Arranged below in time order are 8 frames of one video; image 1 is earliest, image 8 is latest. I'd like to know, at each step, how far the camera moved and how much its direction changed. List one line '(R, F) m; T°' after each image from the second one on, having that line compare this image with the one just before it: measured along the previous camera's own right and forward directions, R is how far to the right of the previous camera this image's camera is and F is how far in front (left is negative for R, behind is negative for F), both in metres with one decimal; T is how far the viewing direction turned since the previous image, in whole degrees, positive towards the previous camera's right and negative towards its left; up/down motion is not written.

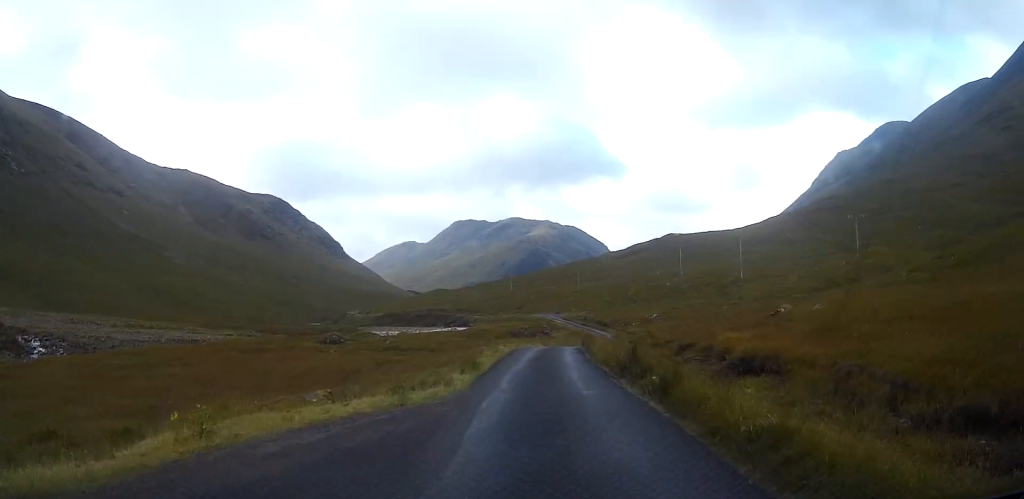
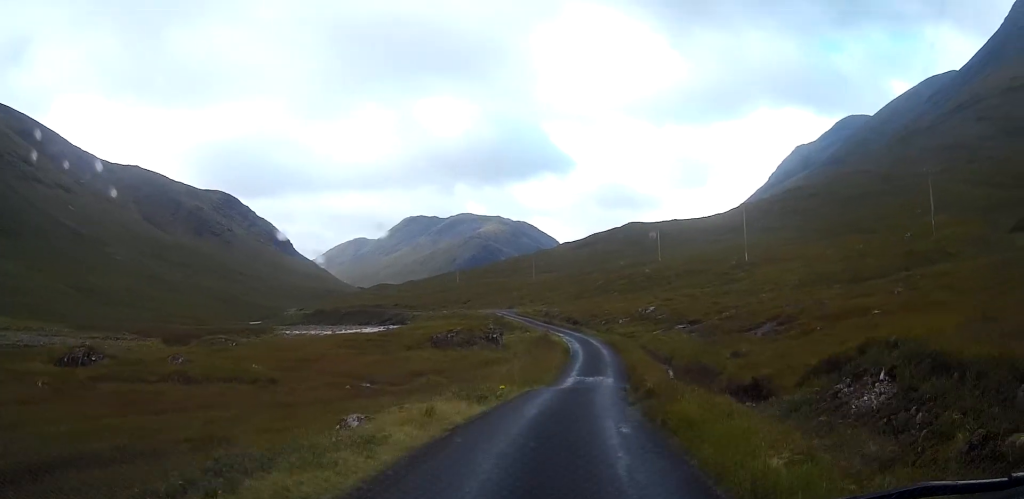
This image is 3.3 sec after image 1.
(+1.6, +36.5) m; +5°
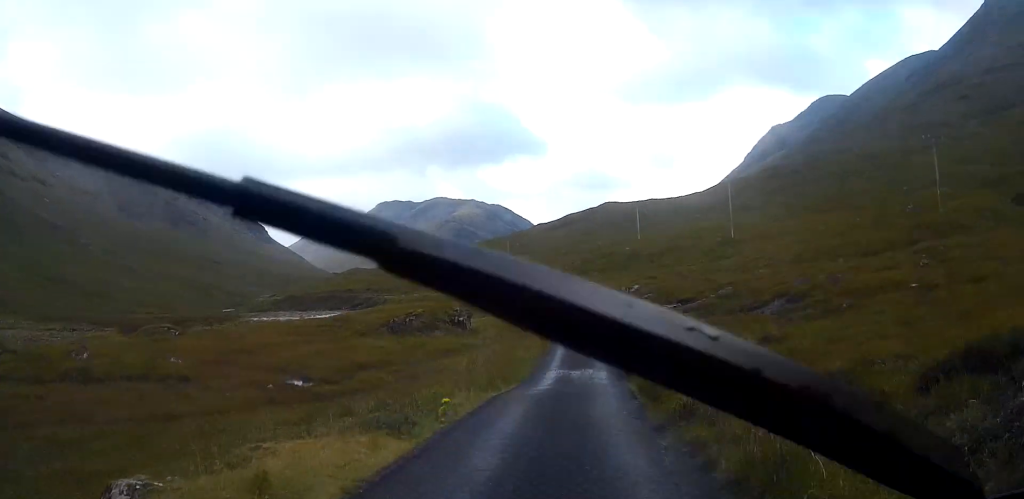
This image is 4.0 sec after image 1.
(+0.1, +6.7) m; +1°
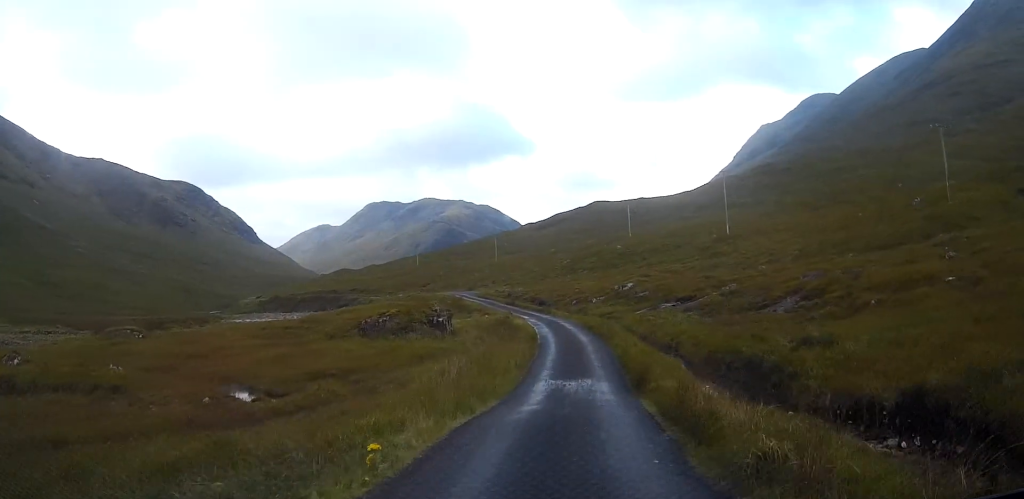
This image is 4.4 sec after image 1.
(0.0, +4.2) m; +1°
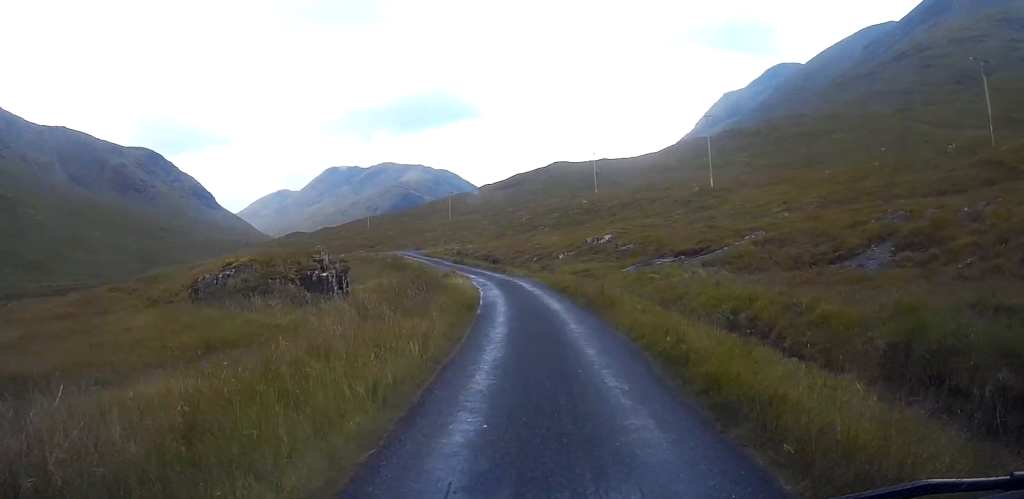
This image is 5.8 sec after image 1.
(+0.4, +14.8) m; +3°
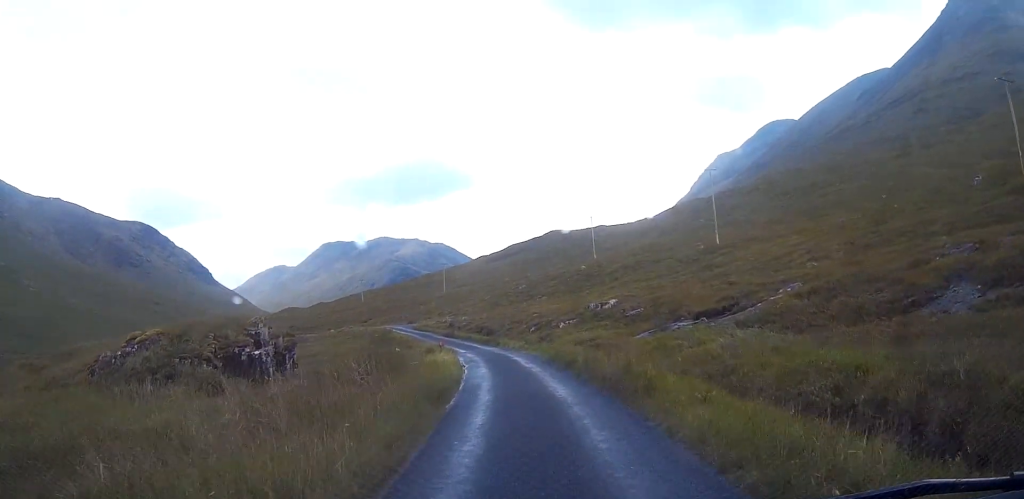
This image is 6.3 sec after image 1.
(+0.1, +5.7) m; 0°
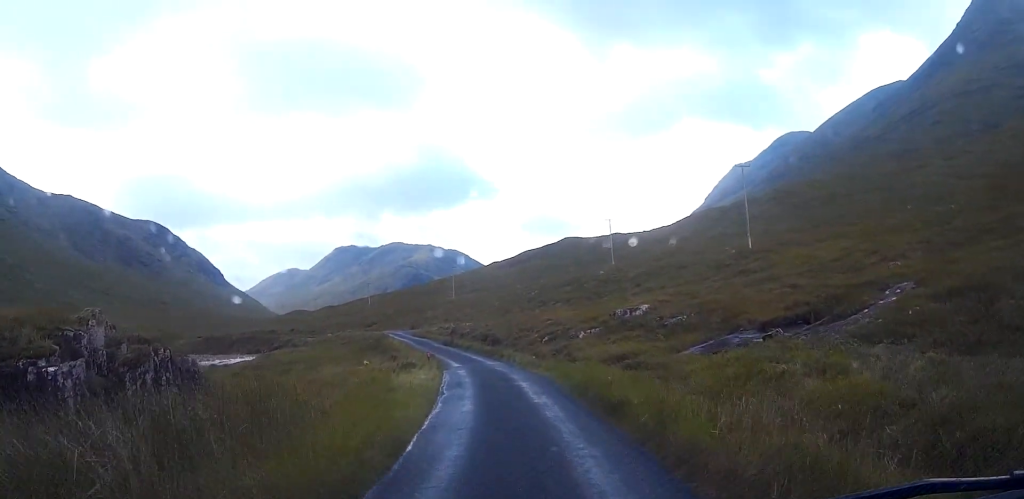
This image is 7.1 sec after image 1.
(0.0, +9.1) m; -1°
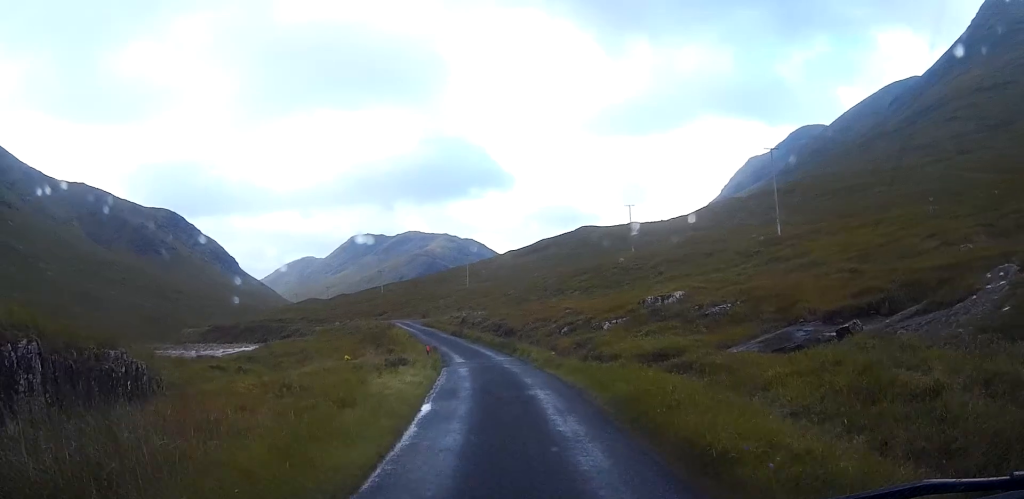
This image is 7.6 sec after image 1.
(0.0, +5.1) m; -1°
